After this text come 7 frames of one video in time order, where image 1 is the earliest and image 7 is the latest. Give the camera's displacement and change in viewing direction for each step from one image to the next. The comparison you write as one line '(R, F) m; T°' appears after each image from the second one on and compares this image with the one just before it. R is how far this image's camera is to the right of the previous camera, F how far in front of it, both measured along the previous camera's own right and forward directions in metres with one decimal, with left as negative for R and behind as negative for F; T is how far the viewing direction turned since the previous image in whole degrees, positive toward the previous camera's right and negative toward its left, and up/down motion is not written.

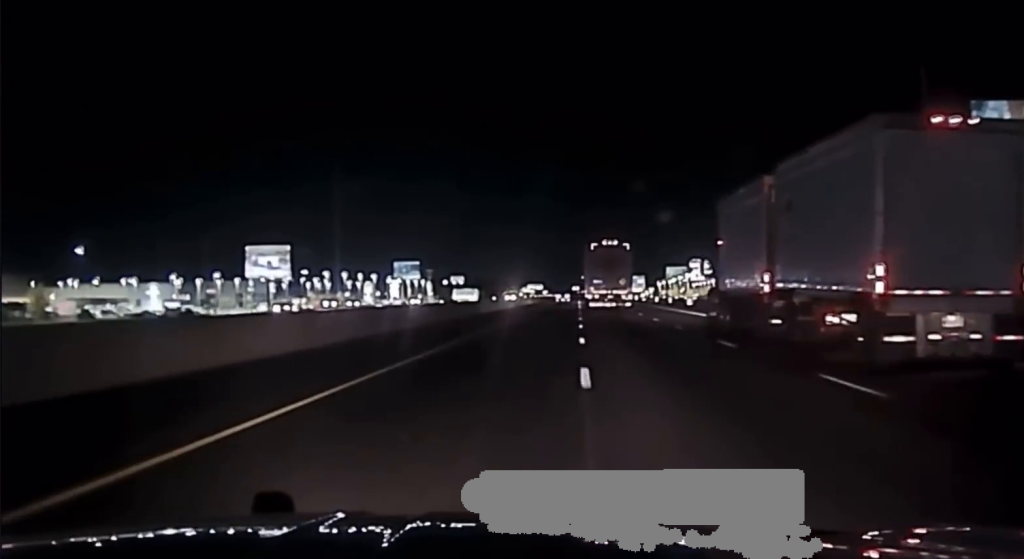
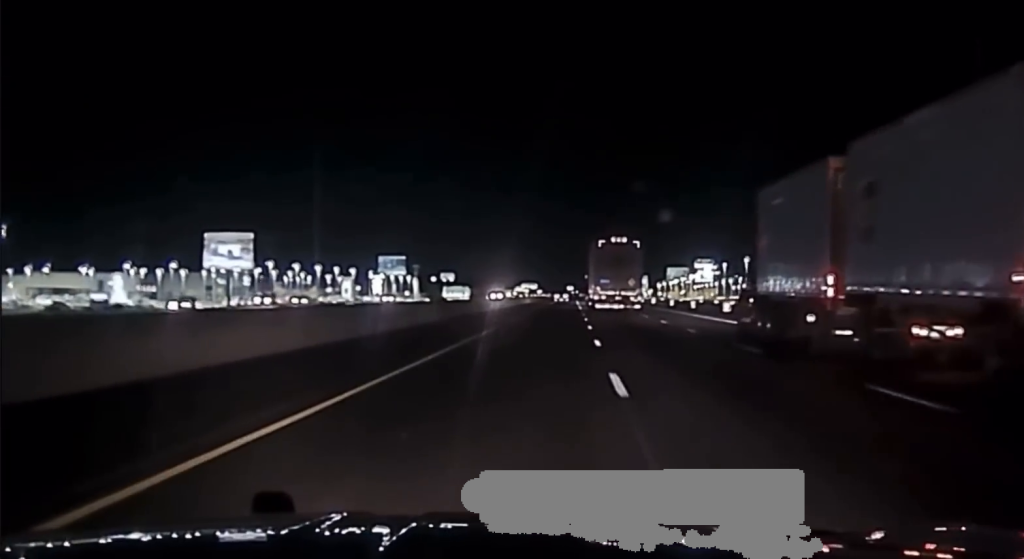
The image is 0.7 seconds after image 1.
(-0.1, +25.1) m; 0°
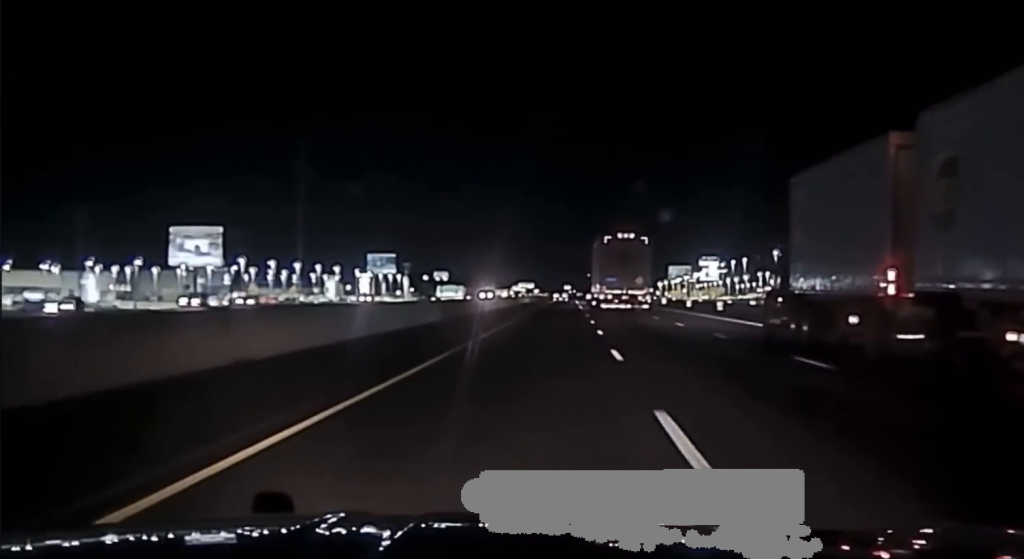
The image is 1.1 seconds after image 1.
(+0.1, +17.6) m; 0°
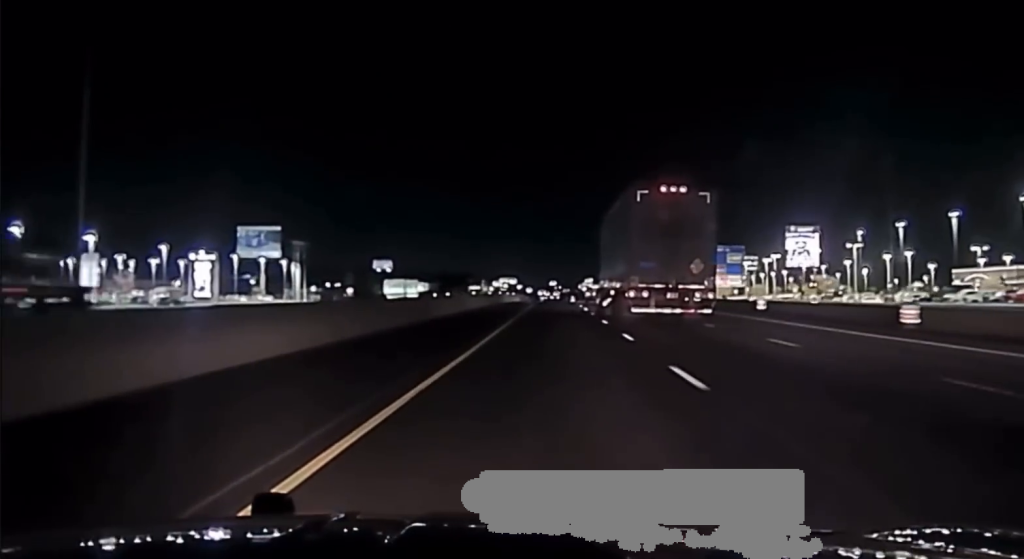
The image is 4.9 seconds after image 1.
(+0.4, +138.9) m; 0°
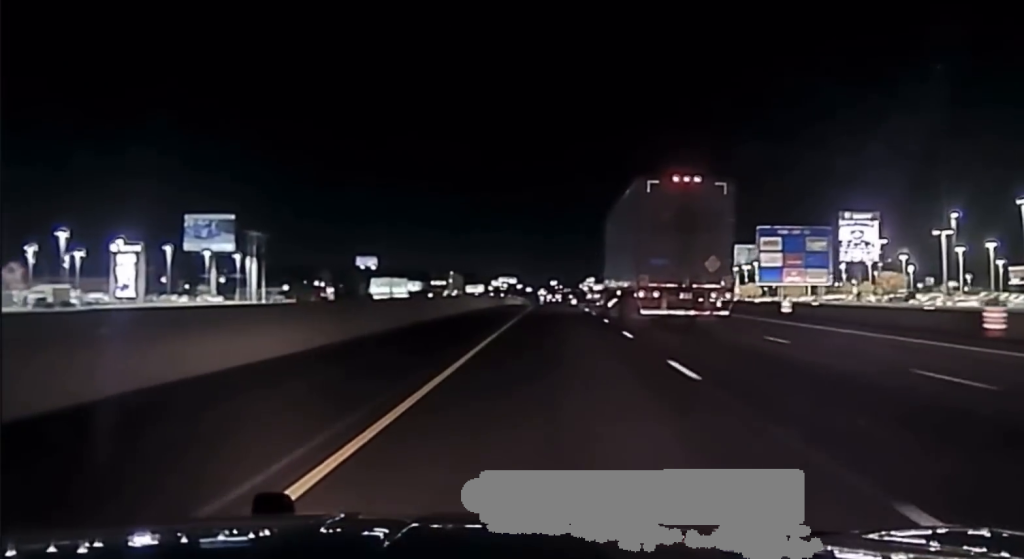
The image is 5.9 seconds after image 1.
(+0.1, +34.2) m; +1°
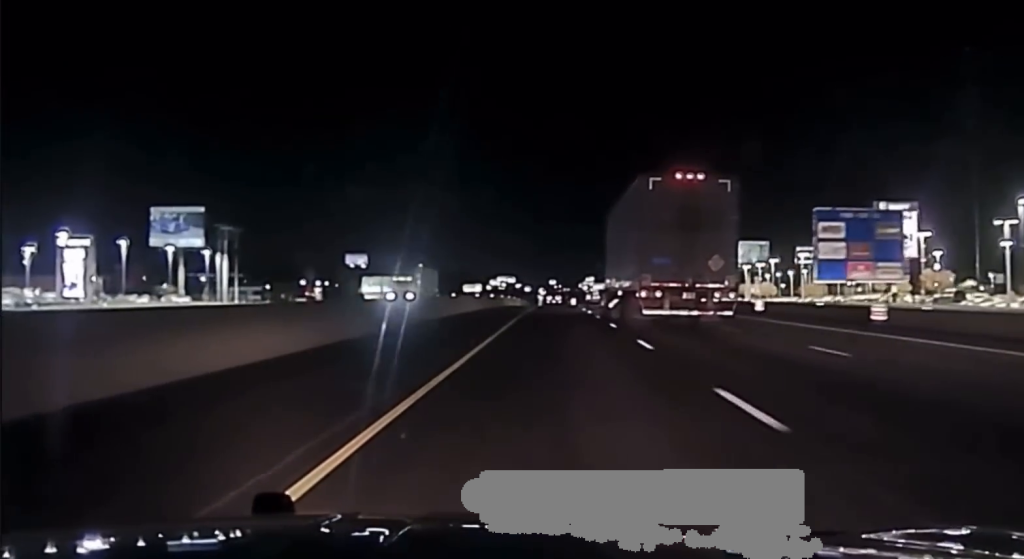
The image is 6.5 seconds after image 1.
(-0.1, +17.0) m; 0°
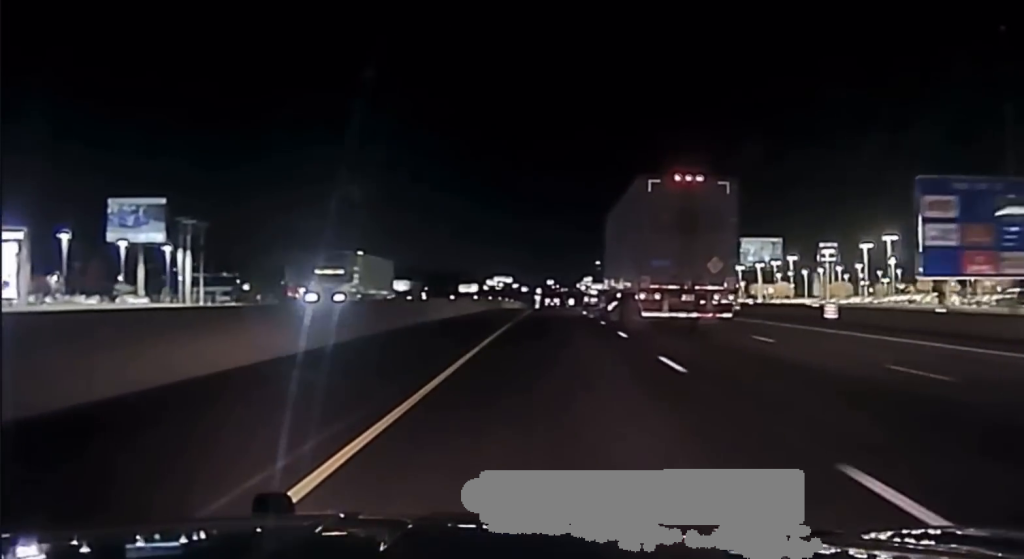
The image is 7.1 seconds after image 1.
(+0.2, +17.9) m; 0°
